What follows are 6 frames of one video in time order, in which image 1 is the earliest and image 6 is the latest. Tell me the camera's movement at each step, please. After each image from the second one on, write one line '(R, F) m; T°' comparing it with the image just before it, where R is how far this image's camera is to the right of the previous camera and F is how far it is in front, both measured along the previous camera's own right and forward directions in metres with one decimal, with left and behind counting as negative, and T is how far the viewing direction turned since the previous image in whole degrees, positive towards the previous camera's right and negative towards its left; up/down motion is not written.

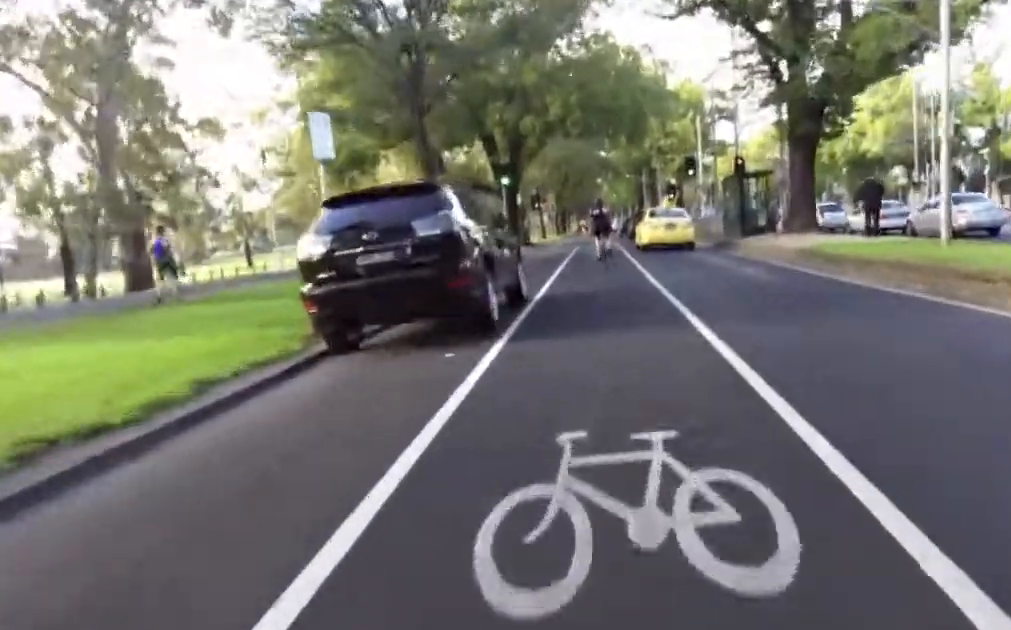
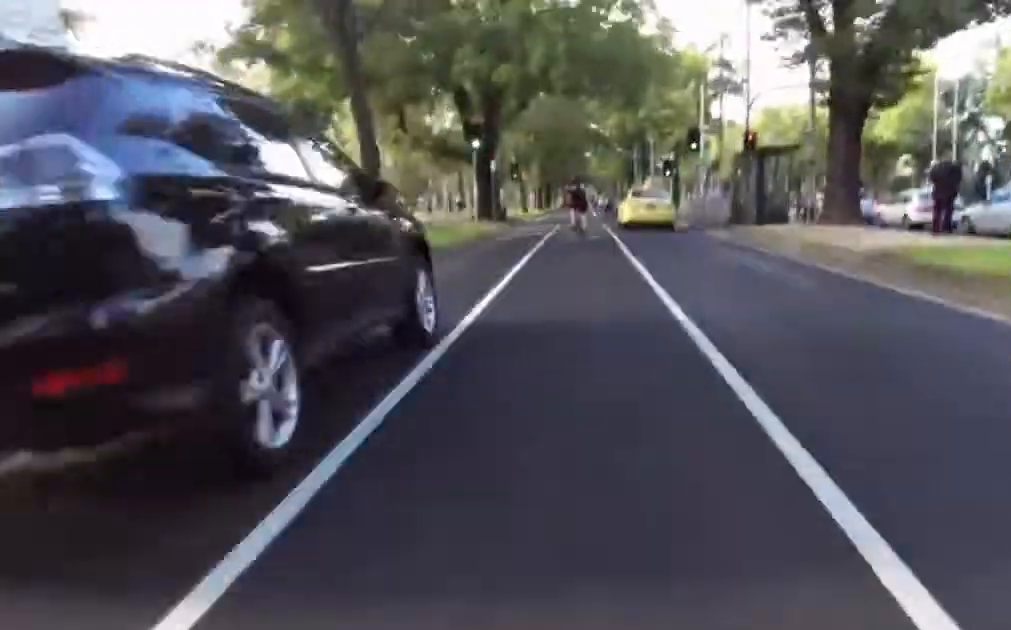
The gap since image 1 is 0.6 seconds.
(+0.5, +5.5) m; -1°
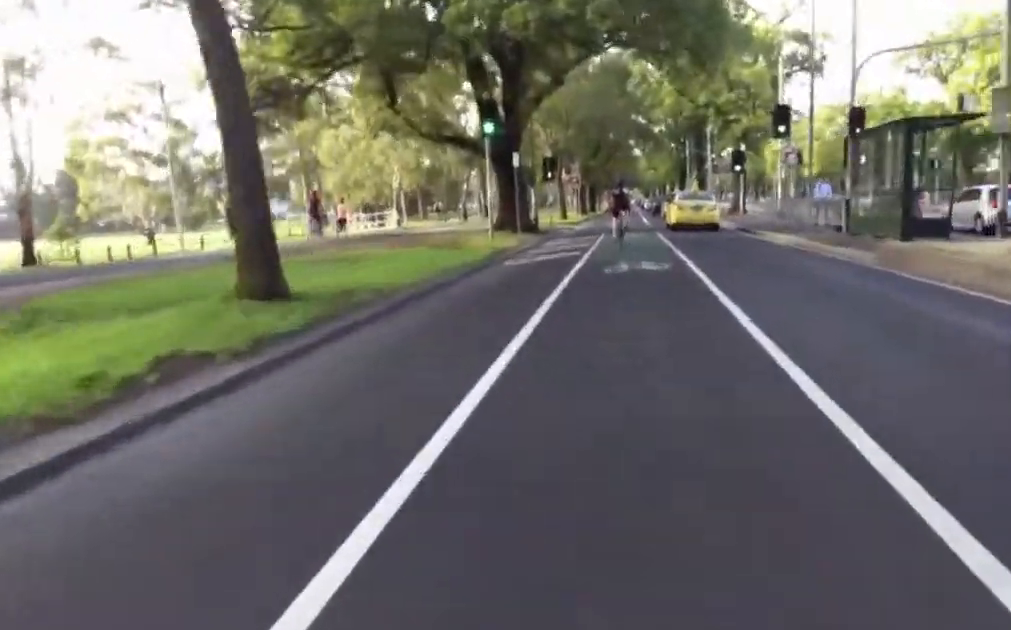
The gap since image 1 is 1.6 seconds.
(-0.4, +8.8) m; -2°
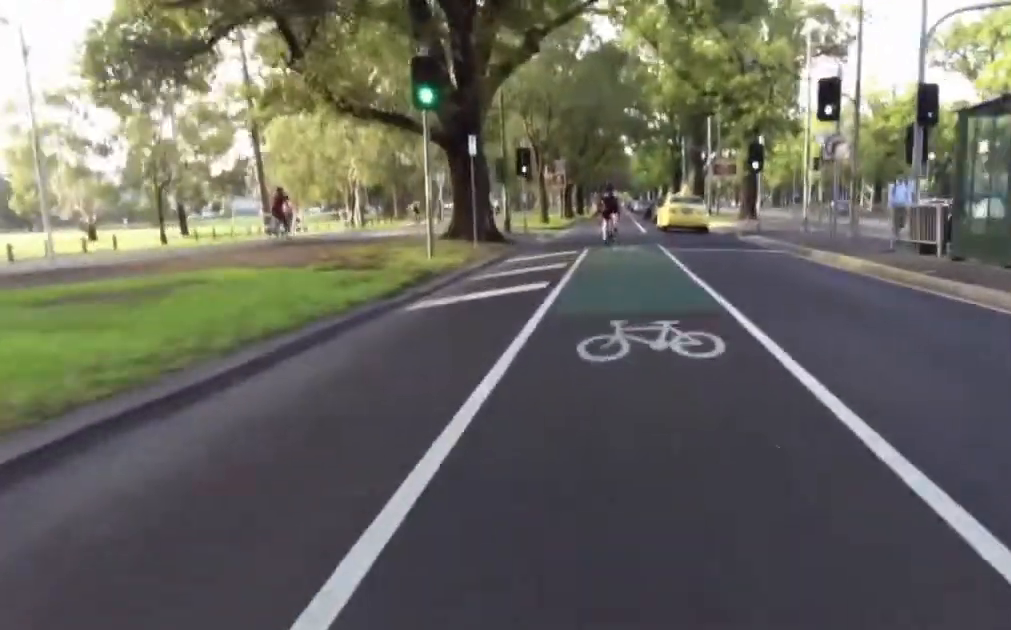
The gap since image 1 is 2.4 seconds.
(-0.1, +6.9) m; 0°
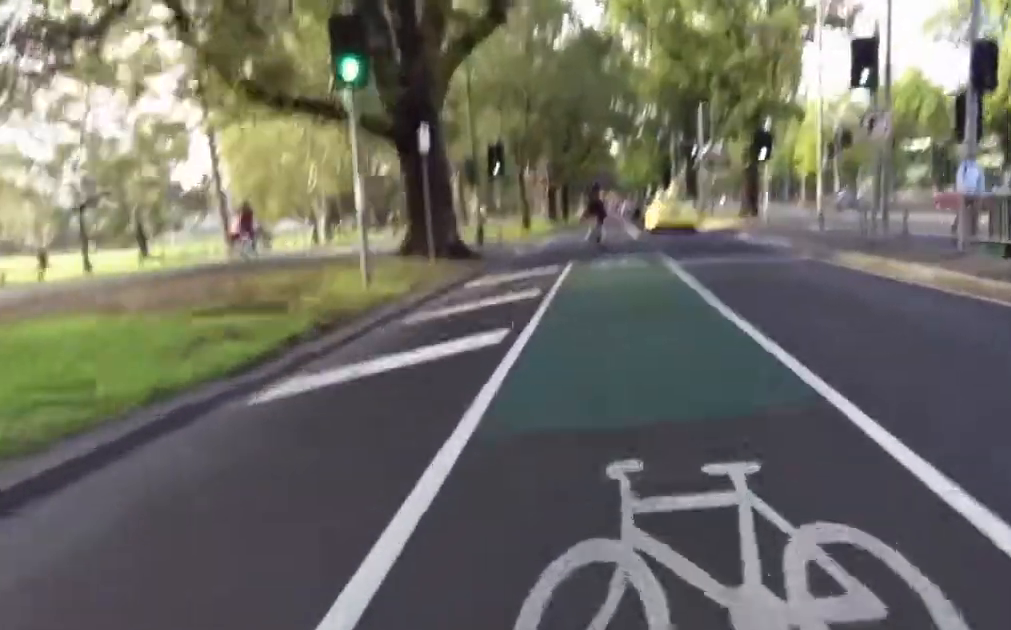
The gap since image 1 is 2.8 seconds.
(+0.1, +3.9) m; +2°
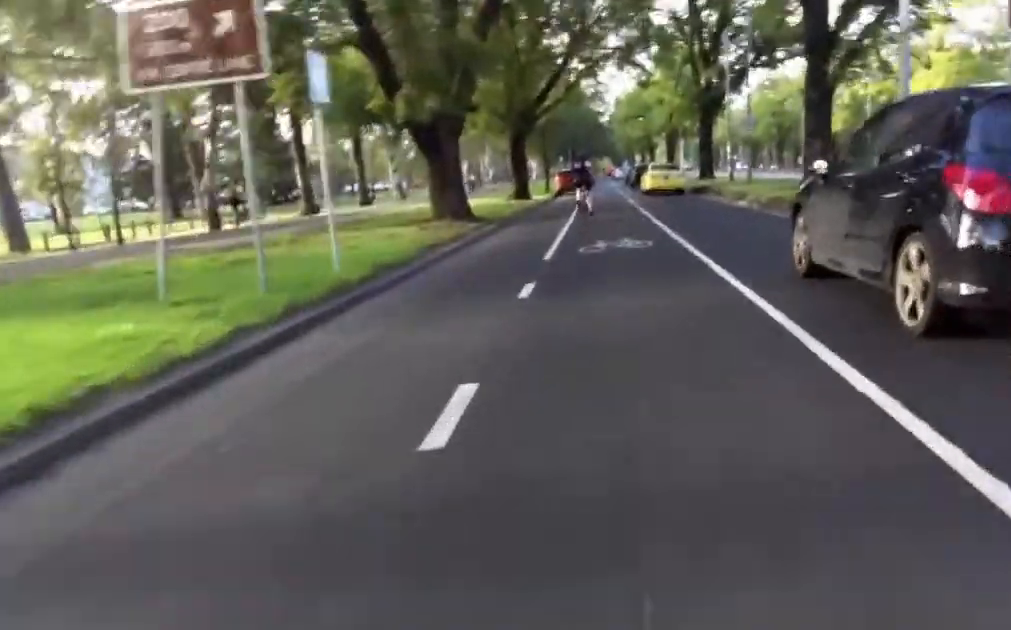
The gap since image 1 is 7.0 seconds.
(-2.1, +38.0) m; +1°
